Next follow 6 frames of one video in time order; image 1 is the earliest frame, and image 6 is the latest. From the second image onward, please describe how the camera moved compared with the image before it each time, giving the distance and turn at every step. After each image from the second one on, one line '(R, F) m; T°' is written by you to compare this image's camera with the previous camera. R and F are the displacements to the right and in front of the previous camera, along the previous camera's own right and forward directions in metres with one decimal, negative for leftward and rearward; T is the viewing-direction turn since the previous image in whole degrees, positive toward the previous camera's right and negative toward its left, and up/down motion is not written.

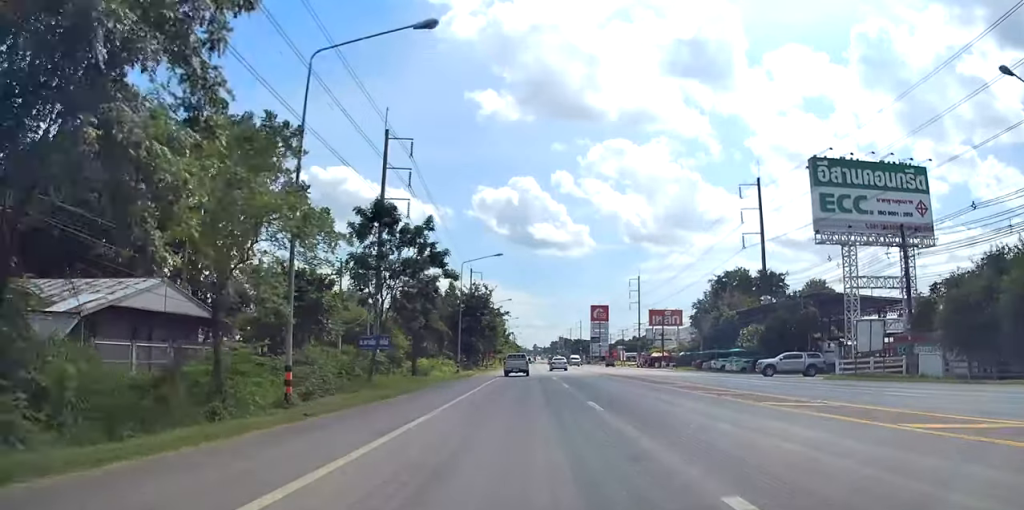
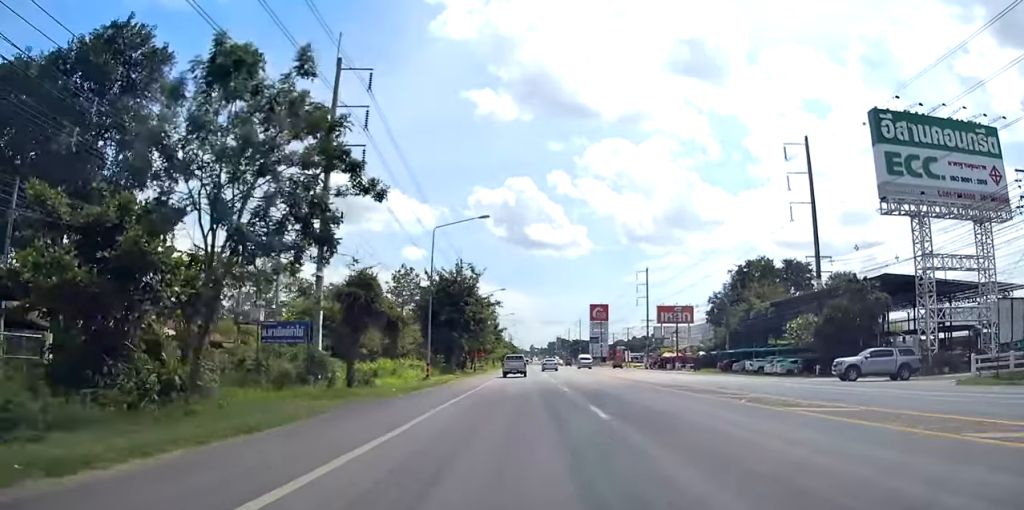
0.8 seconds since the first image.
(+0.1, +13.6) m; 0°
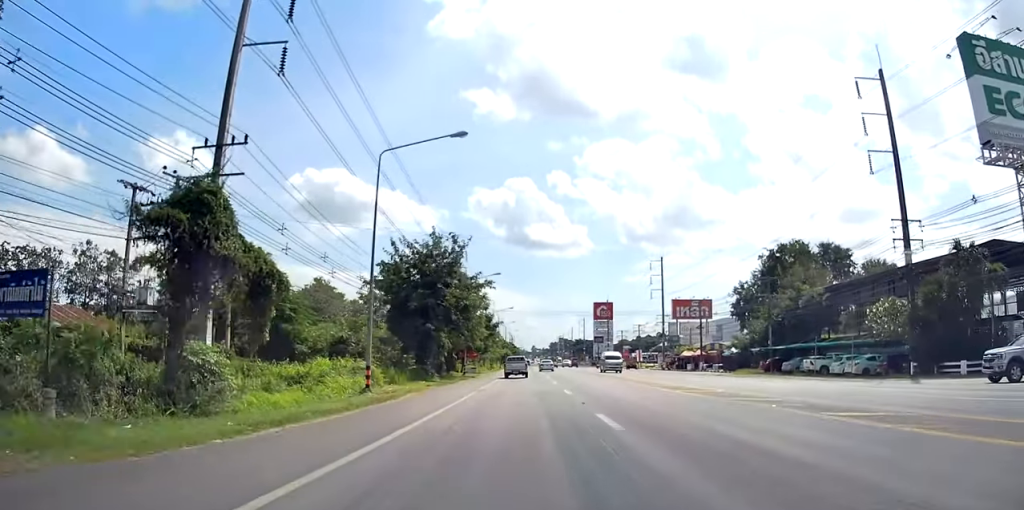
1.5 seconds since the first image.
(-0.1, +13.2) m; 0°
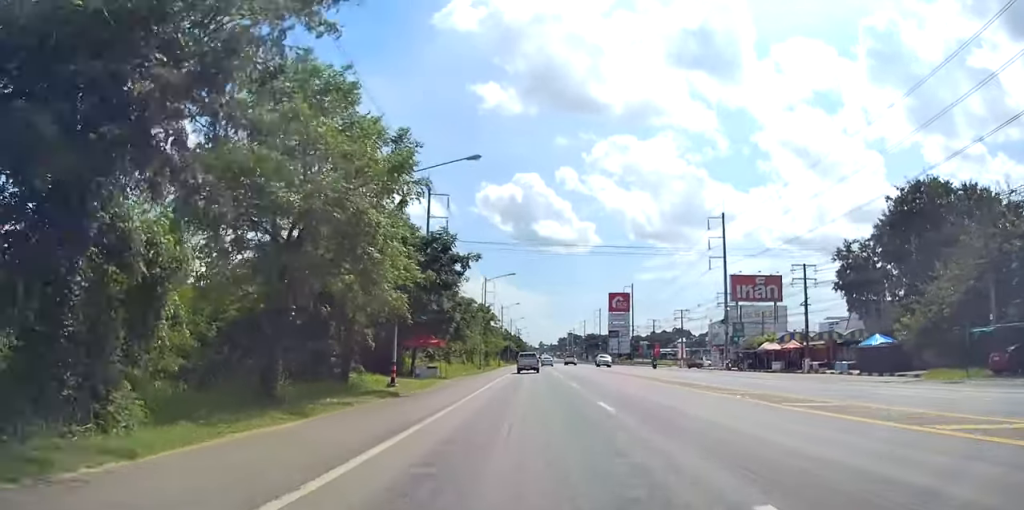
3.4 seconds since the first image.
(0.0, +32.7) m; +1°
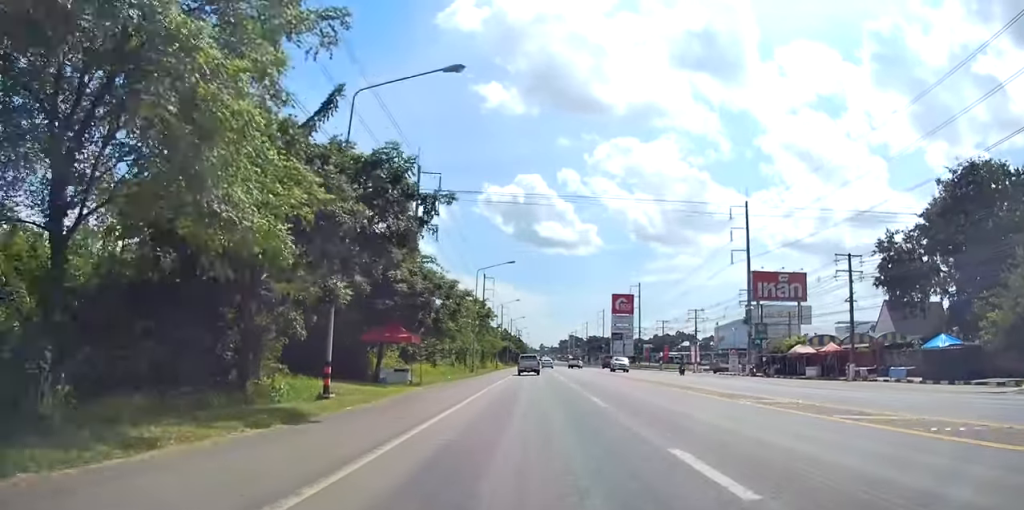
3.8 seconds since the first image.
(-0.1, +8.7) m; +1°
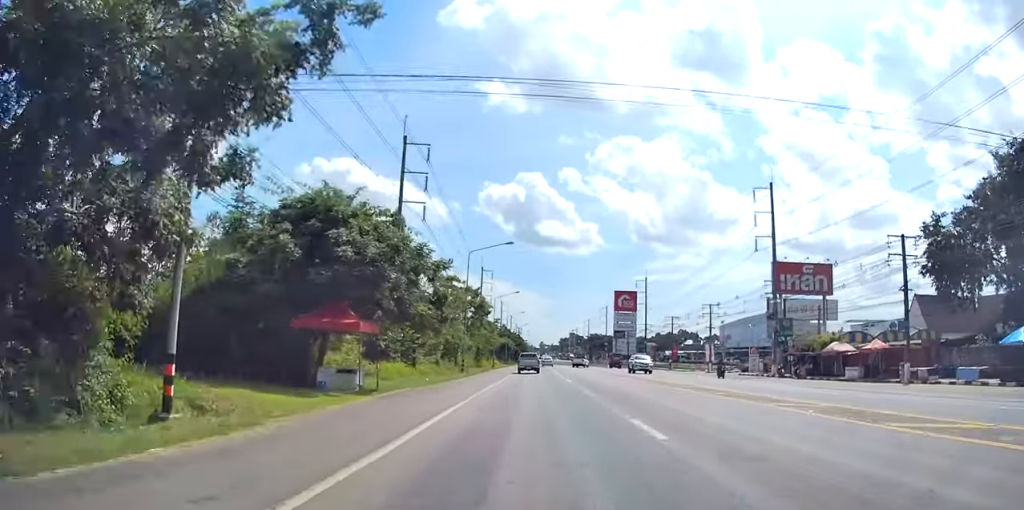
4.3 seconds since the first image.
(+0.1, +7.9) m; 0°
